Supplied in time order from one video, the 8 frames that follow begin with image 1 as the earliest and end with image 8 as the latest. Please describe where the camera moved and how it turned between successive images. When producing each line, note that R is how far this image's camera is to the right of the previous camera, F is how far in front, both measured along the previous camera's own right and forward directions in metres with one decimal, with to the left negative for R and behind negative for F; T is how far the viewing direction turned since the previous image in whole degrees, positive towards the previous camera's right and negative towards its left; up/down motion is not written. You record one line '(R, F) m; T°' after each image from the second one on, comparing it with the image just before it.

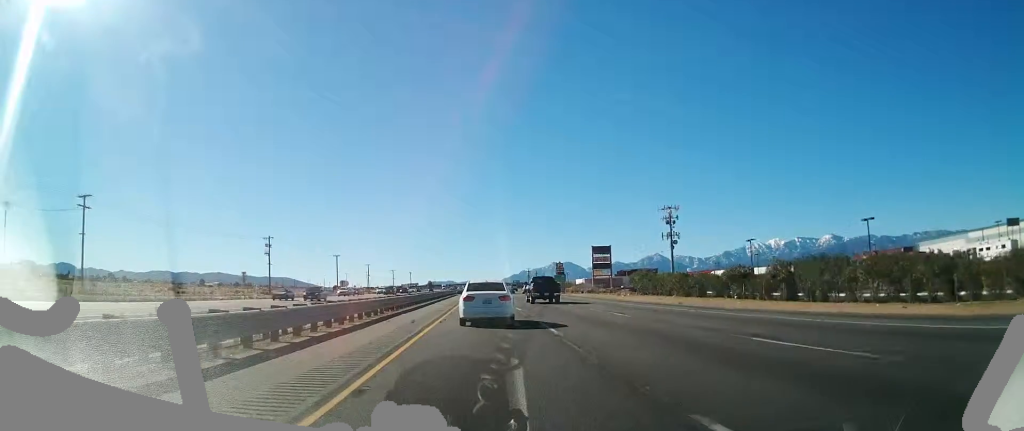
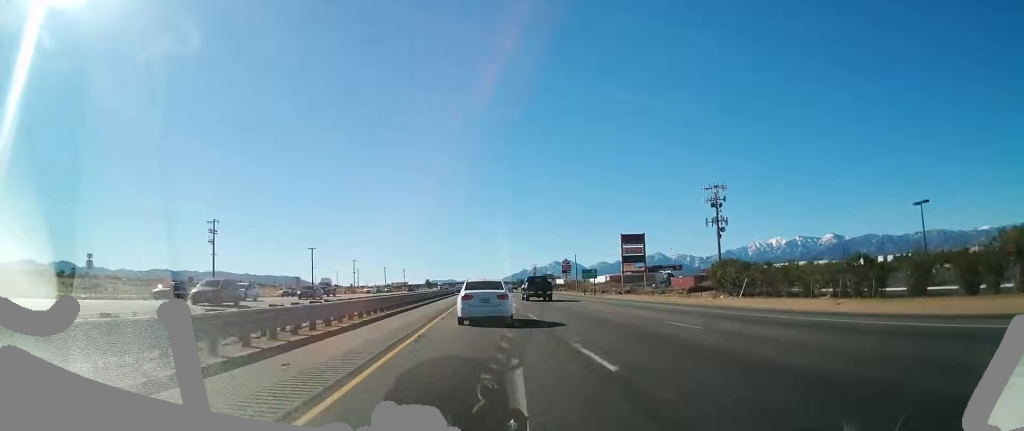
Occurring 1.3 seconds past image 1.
(+0.3, +35.7) m; 0°
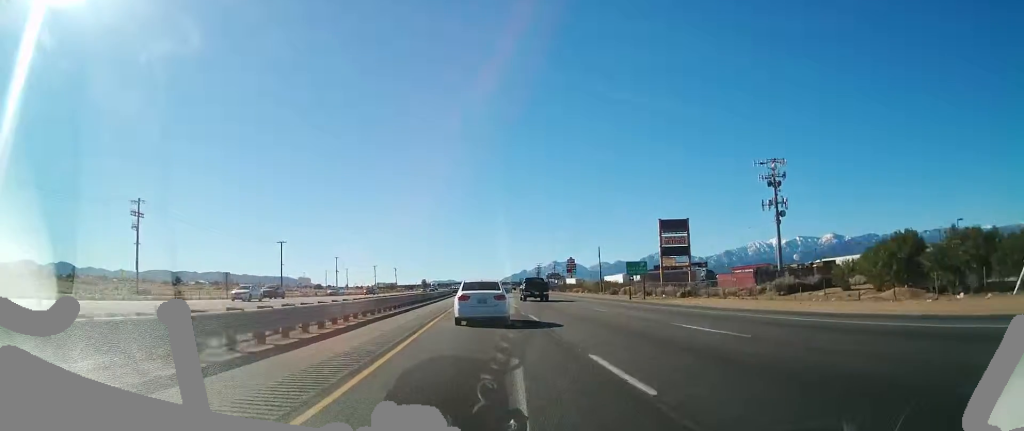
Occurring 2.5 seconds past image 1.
(-0.3, +30.9) m; 0°
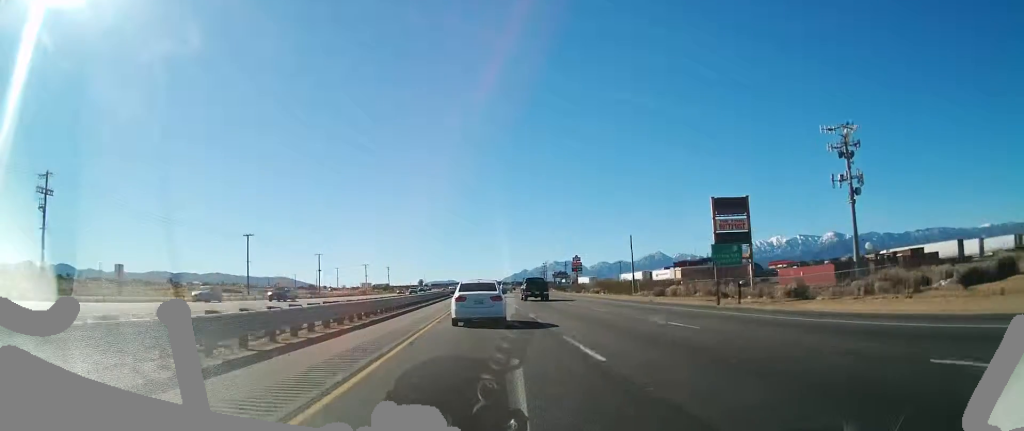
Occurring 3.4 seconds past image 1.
(+0.3, +26.0) m; 0°
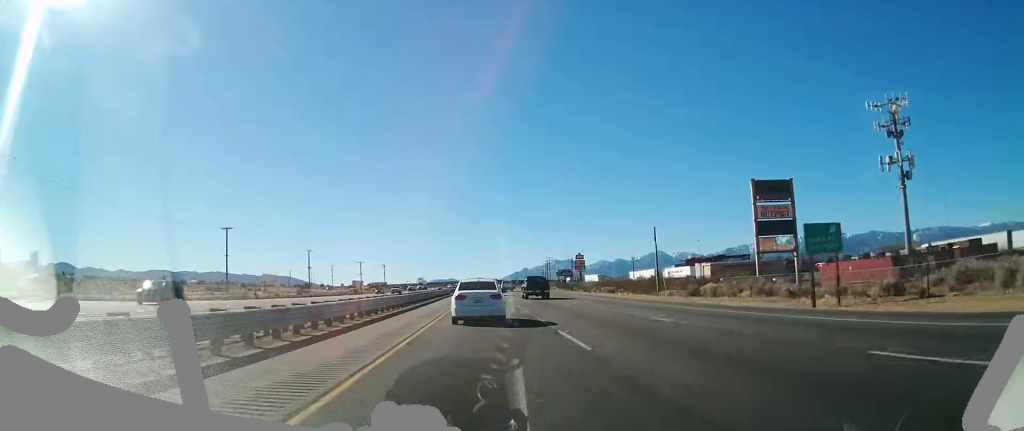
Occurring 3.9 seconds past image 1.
(0.0, +13.0) m; 0°
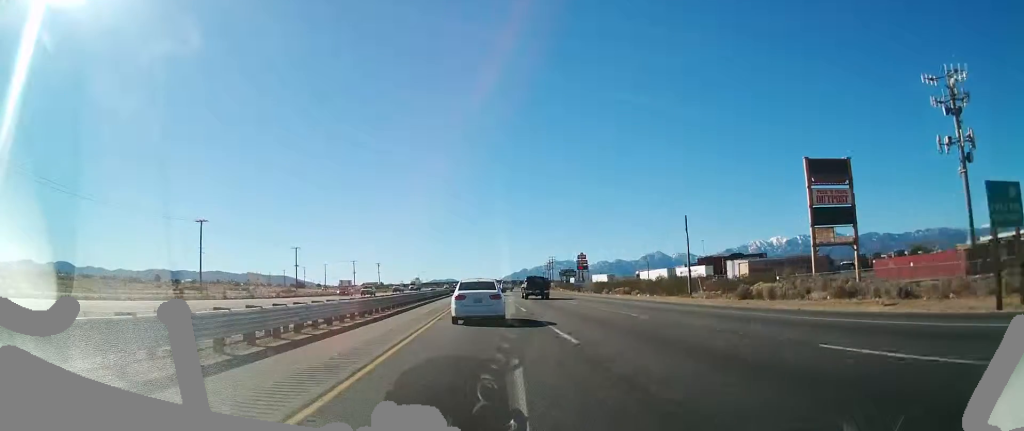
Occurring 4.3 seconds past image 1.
(-0.2, +13.0) m; 0°
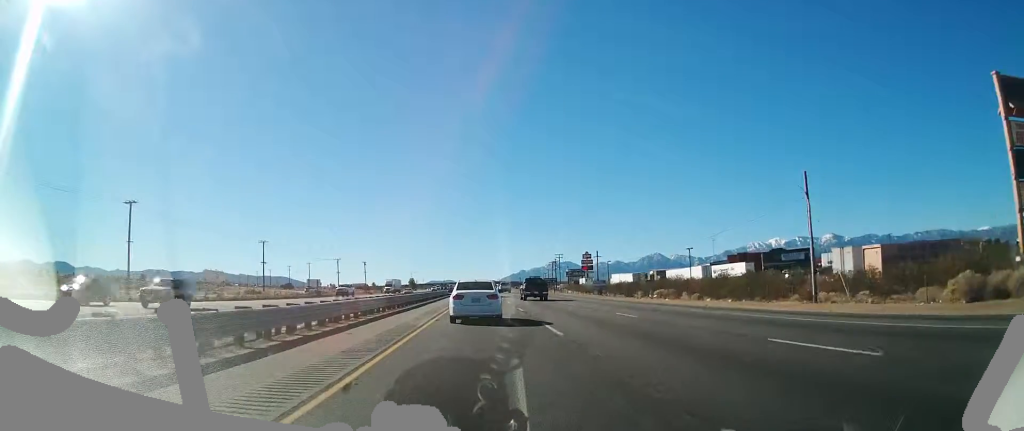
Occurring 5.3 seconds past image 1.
(+0.2, +27.1) m; 0°
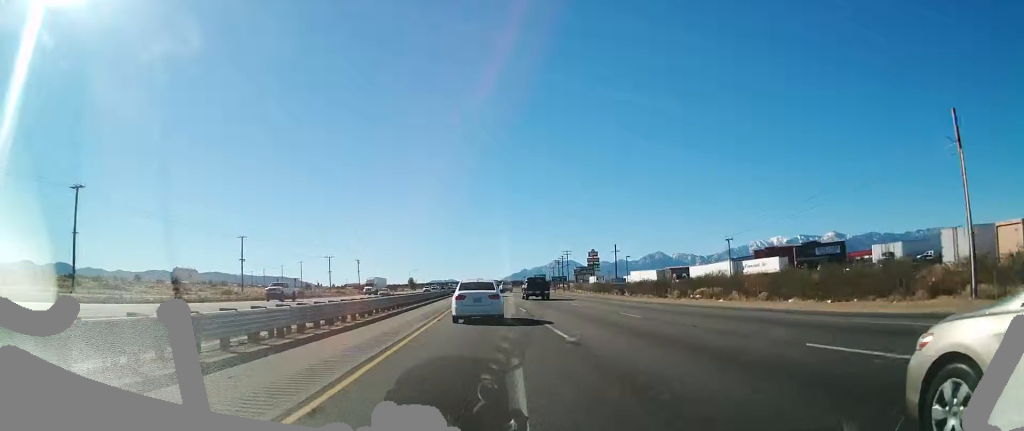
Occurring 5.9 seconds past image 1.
(0.0, +16.0) m; 0°
